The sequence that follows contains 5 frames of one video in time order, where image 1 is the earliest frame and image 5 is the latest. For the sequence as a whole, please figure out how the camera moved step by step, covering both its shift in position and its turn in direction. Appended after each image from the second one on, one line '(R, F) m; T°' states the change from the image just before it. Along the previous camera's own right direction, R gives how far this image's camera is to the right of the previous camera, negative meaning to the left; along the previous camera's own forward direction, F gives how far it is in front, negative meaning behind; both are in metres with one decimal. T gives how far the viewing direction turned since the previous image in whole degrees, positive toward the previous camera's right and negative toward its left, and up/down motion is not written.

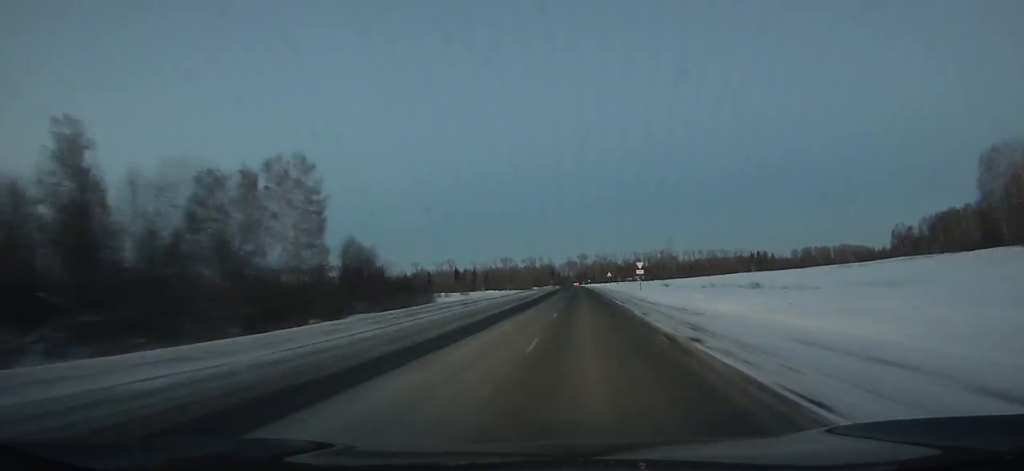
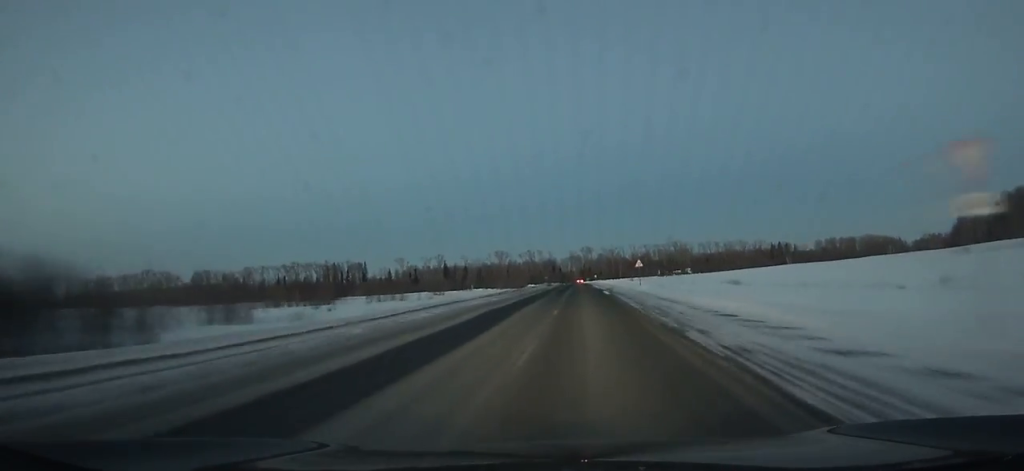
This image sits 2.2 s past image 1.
(-0.1, +50.8) m; 0°
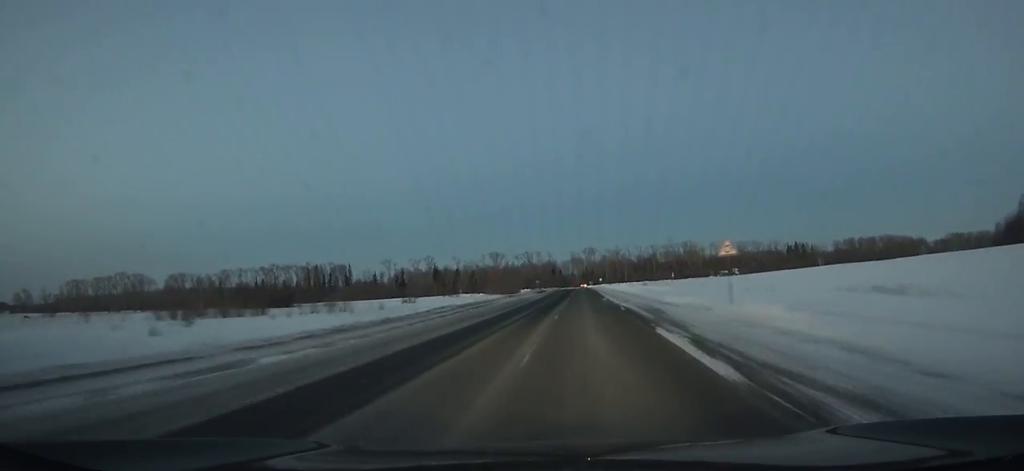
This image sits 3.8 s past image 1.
(0.0, +35.5) m; 0°
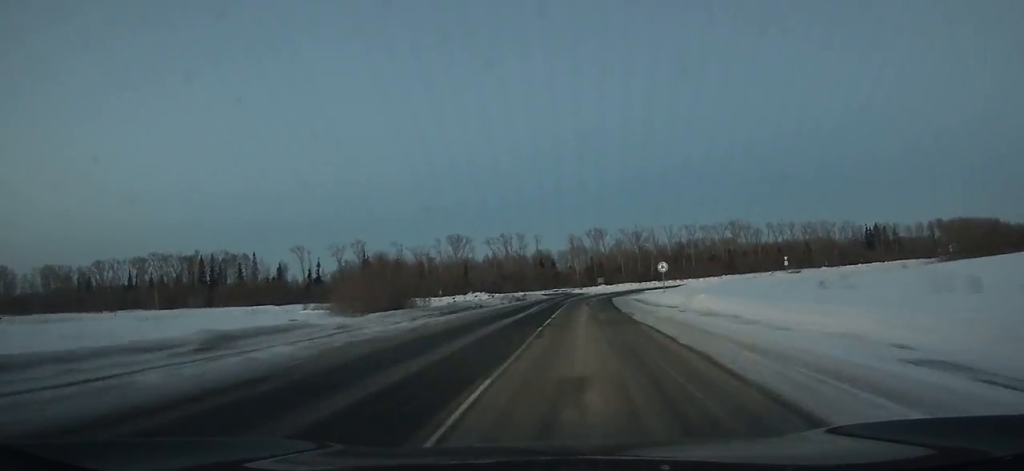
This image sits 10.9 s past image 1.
(0.0, +132.8) m; +1°
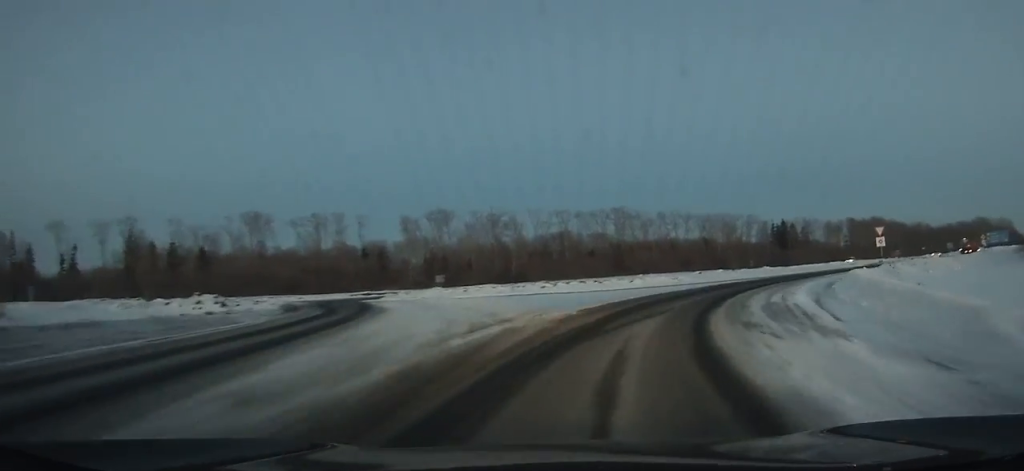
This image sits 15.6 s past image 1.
(+3.4, +69.0) m; +15°
